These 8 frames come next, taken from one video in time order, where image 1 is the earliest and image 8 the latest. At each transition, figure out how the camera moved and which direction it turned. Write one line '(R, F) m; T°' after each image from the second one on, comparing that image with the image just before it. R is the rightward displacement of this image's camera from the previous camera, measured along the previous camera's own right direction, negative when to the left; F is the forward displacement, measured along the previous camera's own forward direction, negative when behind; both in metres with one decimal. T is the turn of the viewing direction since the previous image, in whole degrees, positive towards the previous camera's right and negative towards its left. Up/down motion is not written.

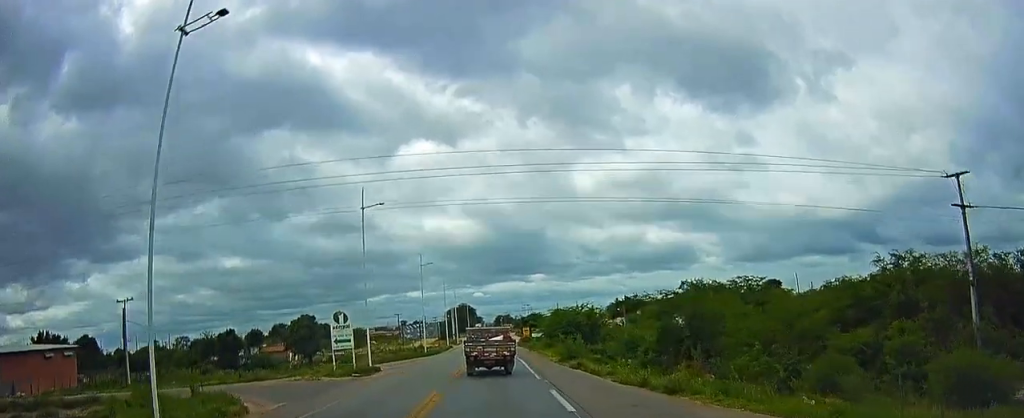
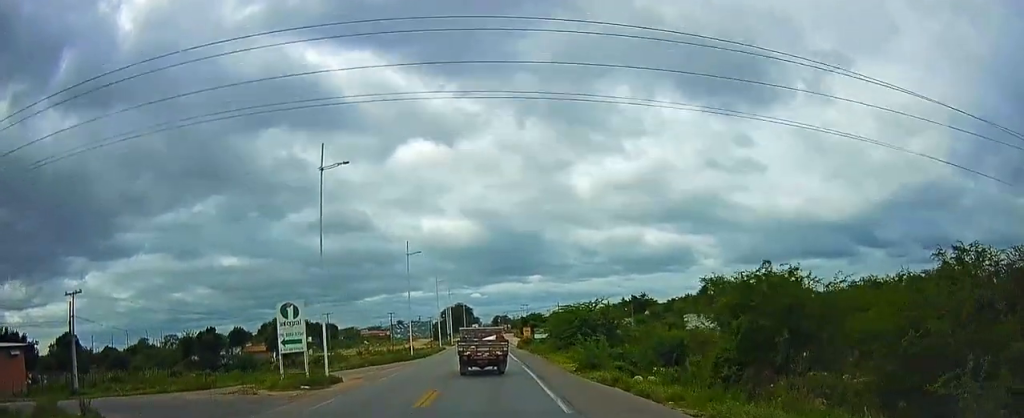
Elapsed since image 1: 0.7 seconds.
(0.0, +9.6) m; +1°
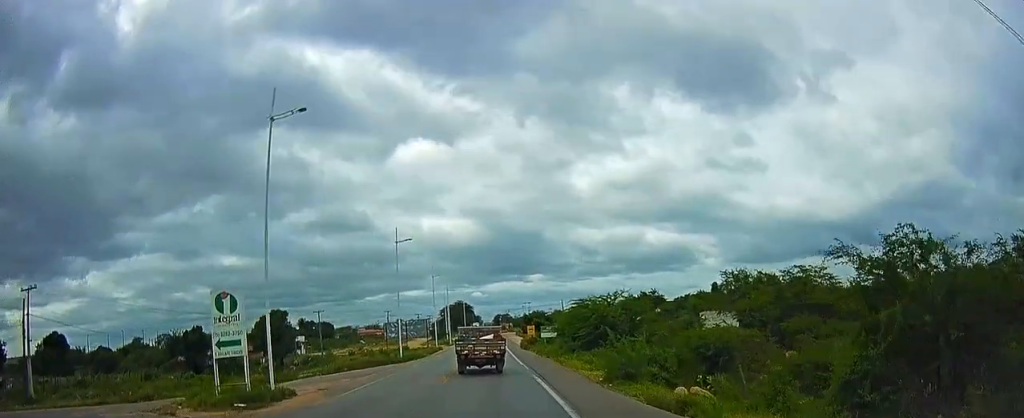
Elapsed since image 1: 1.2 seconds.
(-0.1, +7.6) m; +1°
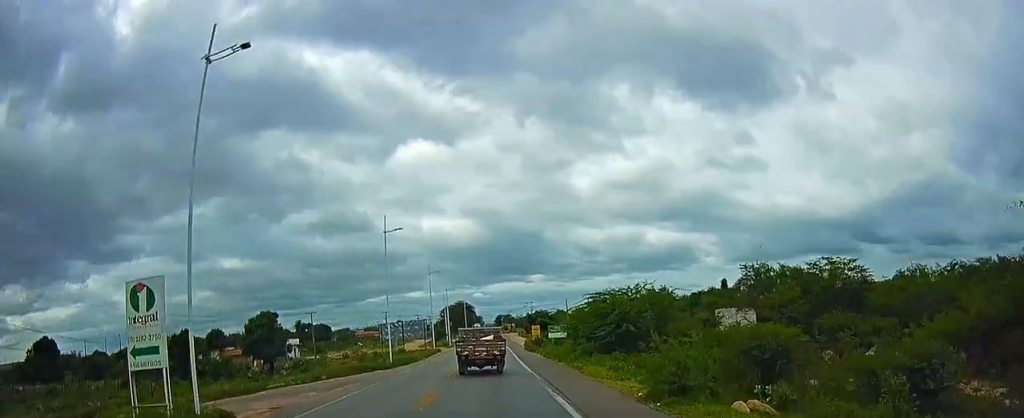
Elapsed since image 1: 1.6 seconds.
(+0.2, +6.2) m; 0°
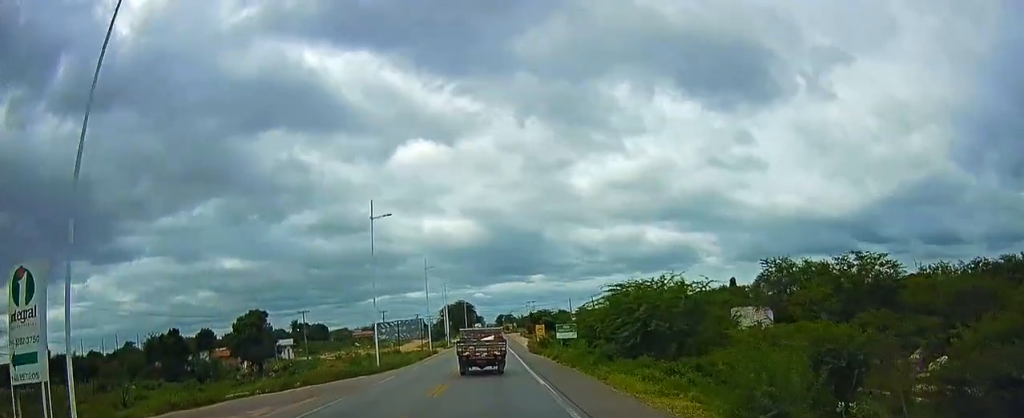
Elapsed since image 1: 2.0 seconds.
(+0.2, +5.7) m; 0°
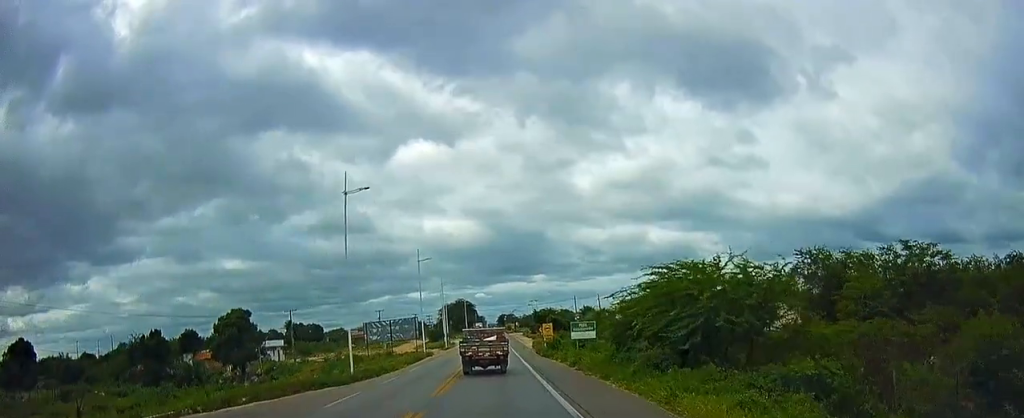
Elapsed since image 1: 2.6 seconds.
(-0.2, +8.0) m; -1°
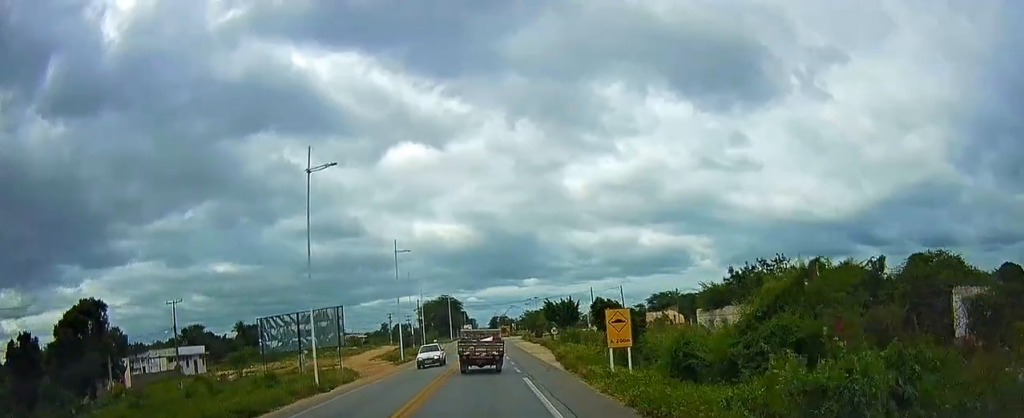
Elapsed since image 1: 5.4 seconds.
(-0.8, +38.9) m; -1°
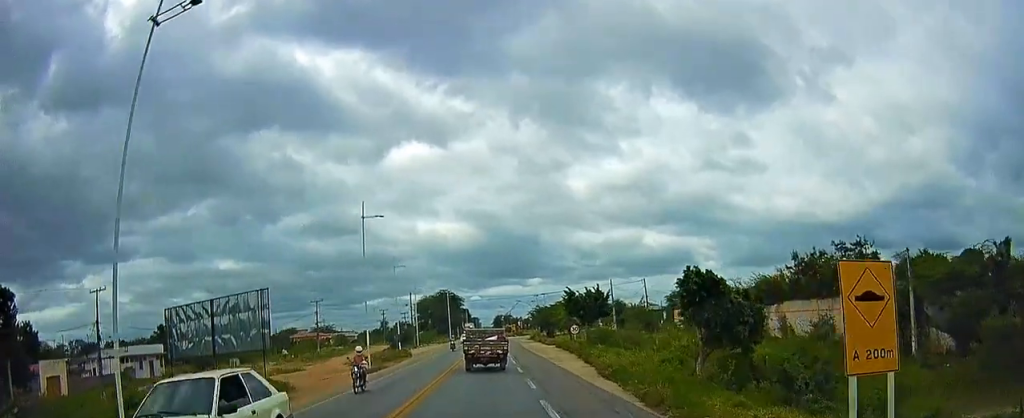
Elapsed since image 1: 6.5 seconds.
(0.0, +16.1) m; 0°
